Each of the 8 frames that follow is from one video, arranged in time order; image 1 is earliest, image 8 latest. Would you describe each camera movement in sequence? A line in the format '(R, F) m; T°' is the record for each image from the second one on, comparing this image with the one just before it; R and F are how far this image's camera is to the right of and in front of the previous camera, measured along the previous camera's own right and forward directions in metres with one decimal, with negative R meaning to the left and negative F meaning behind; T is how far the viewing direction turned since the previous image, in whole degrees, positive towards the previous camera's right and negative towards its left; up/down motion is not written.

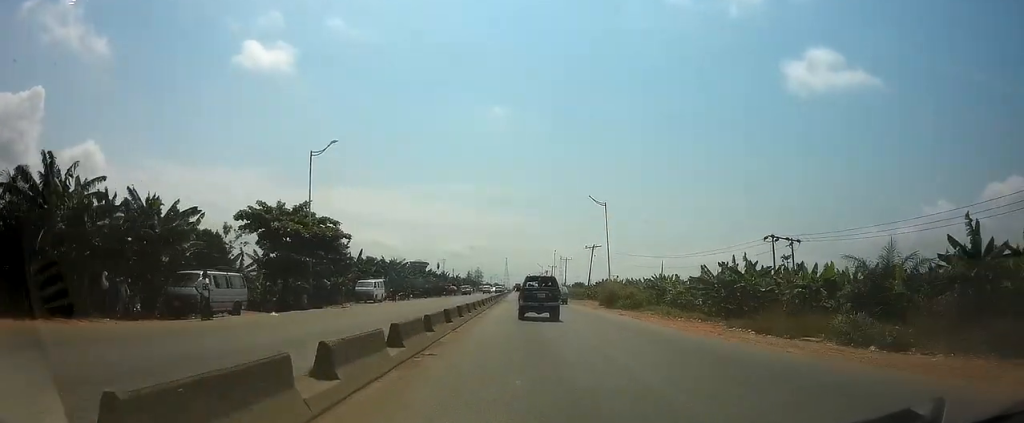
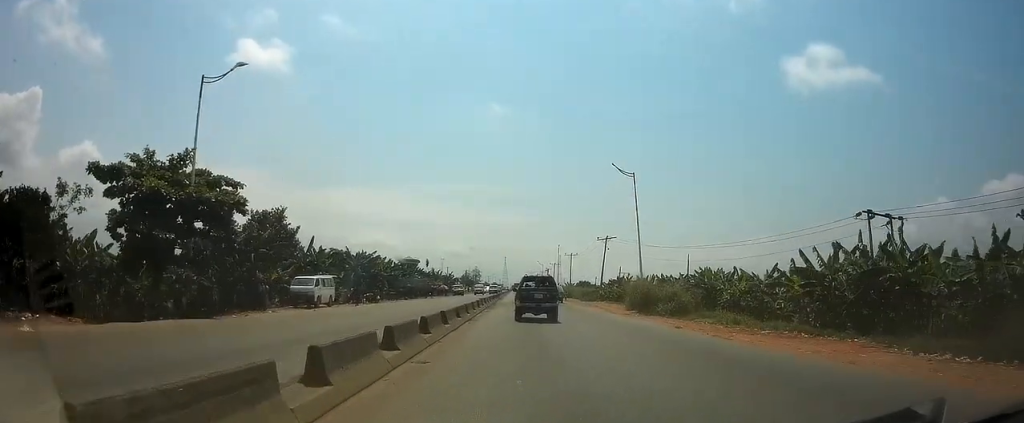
(0.0, +15.1) m; 0°
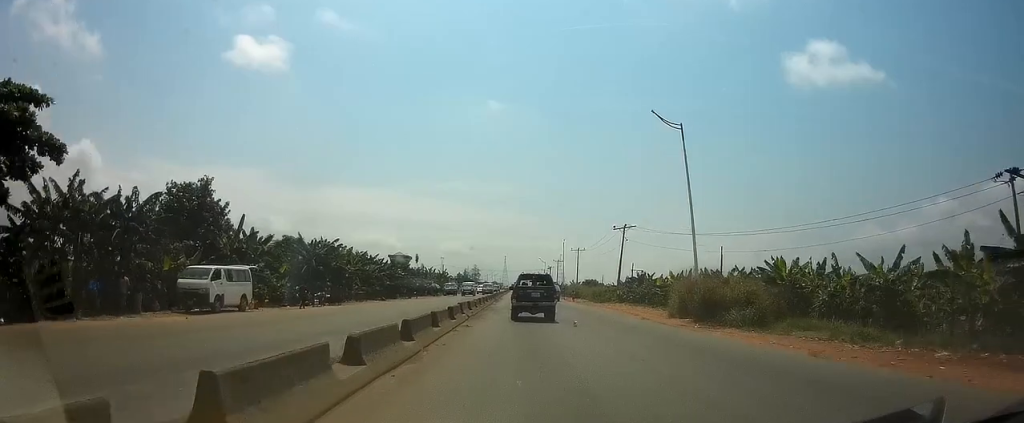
(-0.1, +12.8) m; 0°
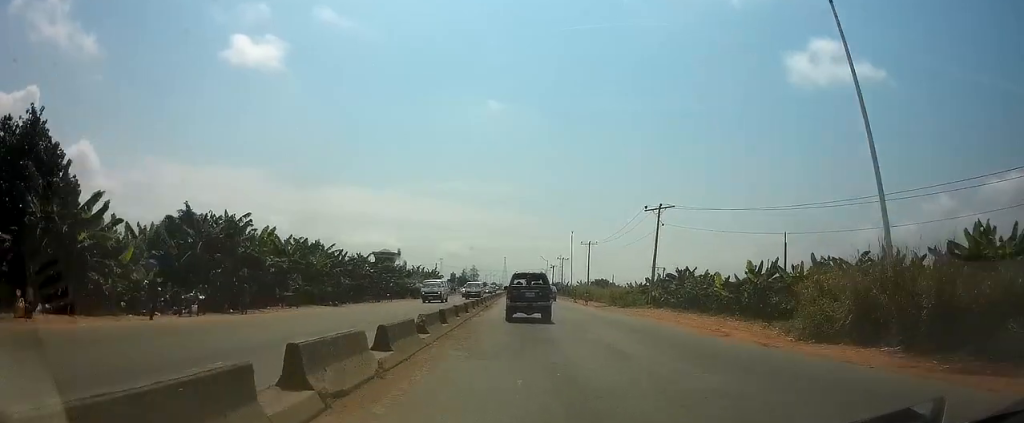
(0.0, +16.9) m; 0°
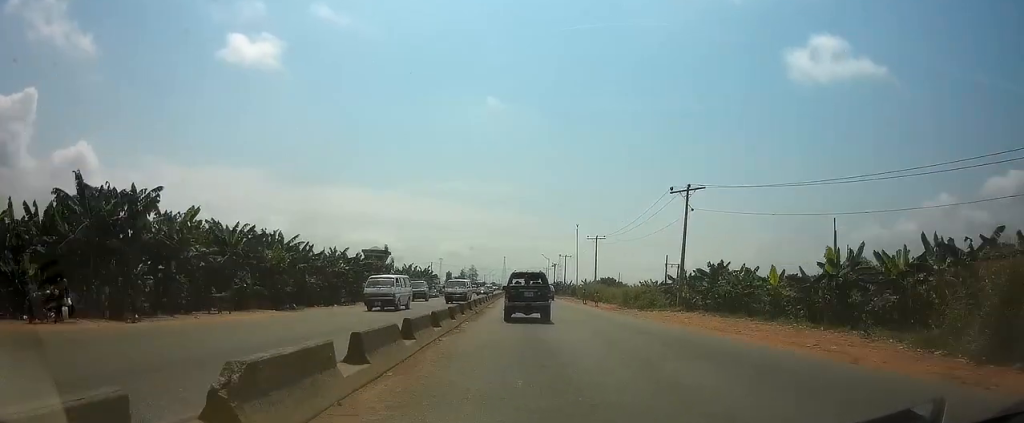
(0.0, +8.4) m; 0°
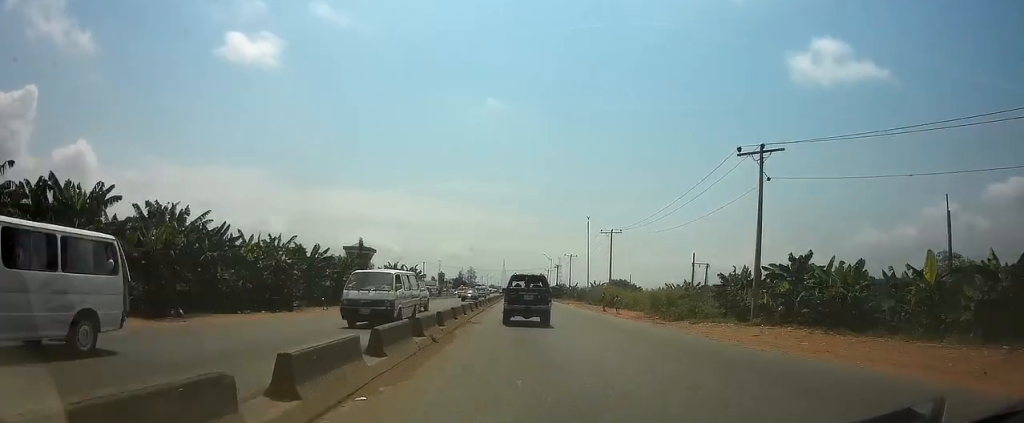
(0.0, +13.2) m; 0°
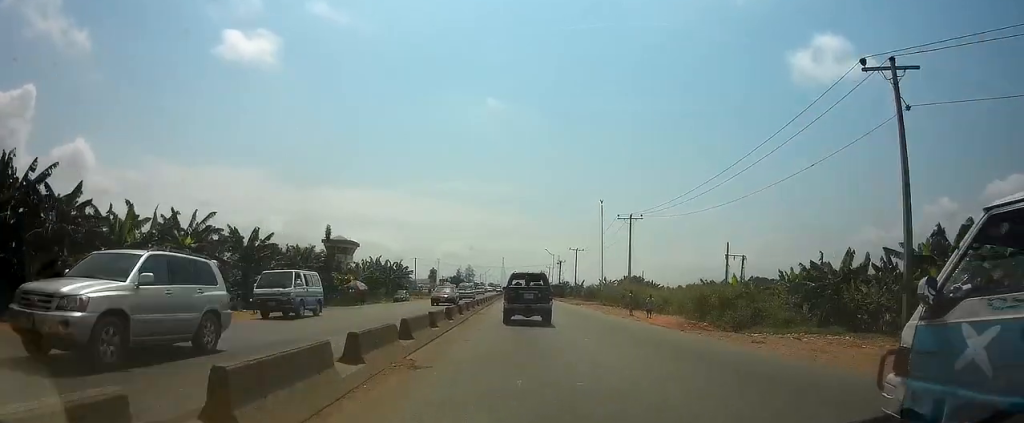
(+0.1, +12.4) m; 0°
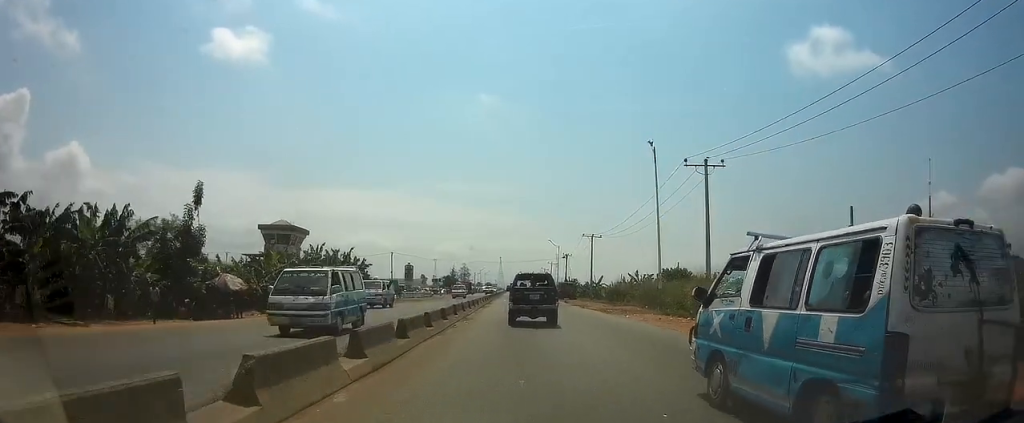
(0.0, +24.6) m; 0°
